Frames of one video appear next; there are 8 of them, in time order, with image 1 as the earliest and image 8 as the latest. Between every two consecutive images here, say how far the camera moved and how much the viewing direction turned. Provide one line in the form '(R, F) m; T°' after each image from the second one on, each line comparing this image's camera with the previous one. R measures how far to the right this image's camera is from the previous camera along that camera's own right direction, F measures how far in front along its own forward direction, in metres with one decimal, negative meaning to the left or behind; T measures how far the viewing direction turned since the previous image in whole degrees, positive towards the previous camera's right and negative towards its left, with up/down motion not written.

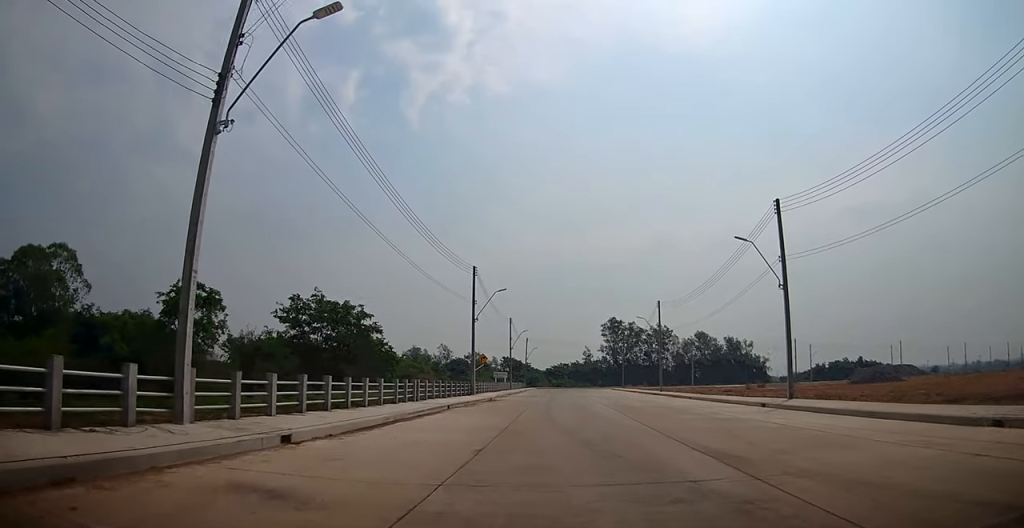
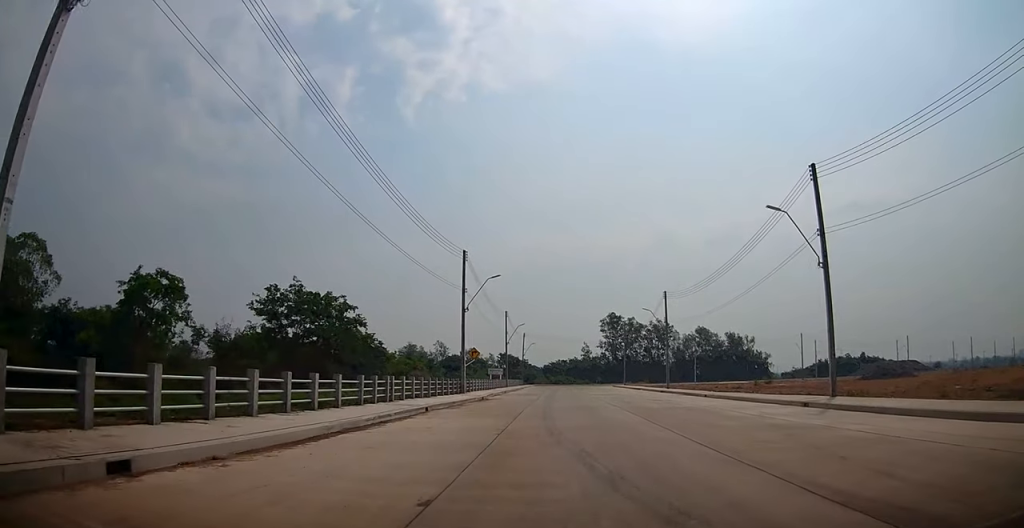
(+0.1, +4.5) m; +1°
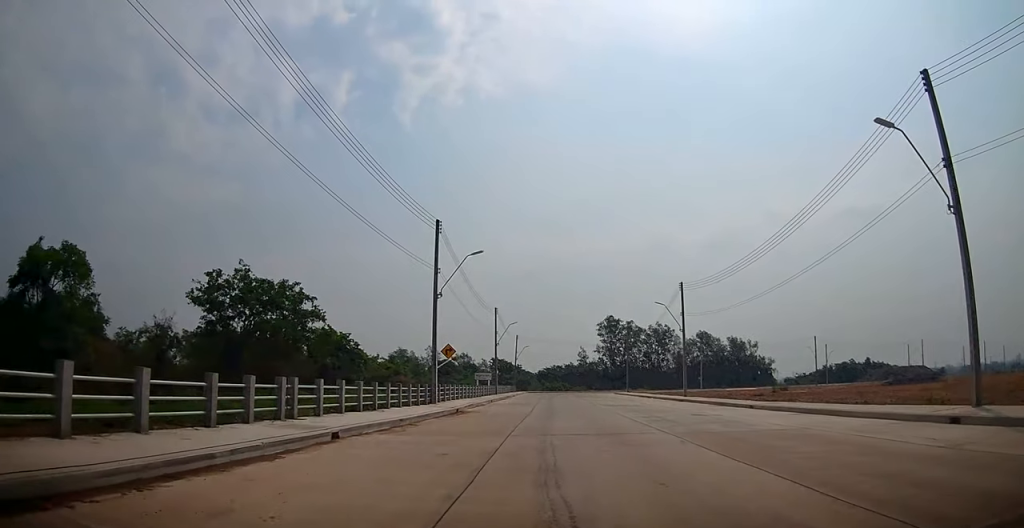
(+0.1, +8.5) m; 0°
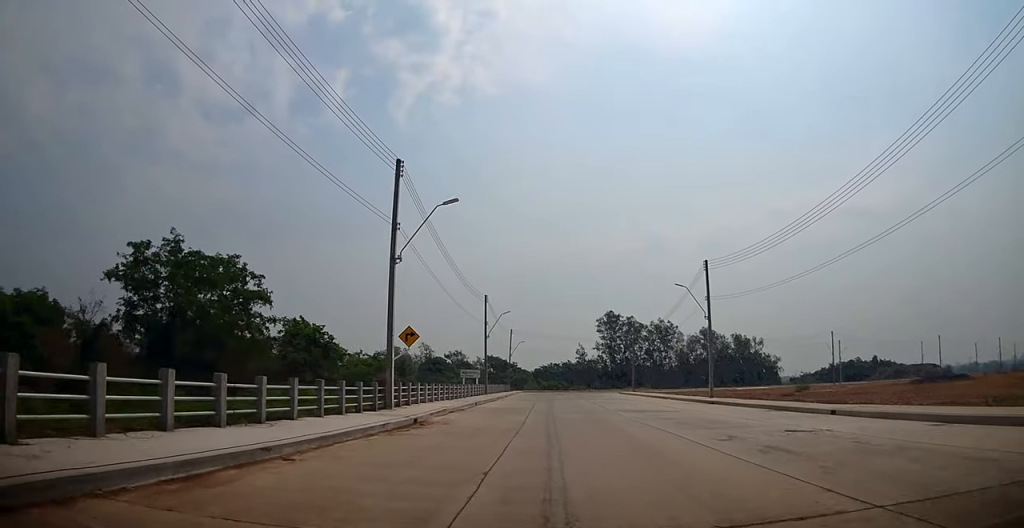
(0.0, +8.0) m; 0°
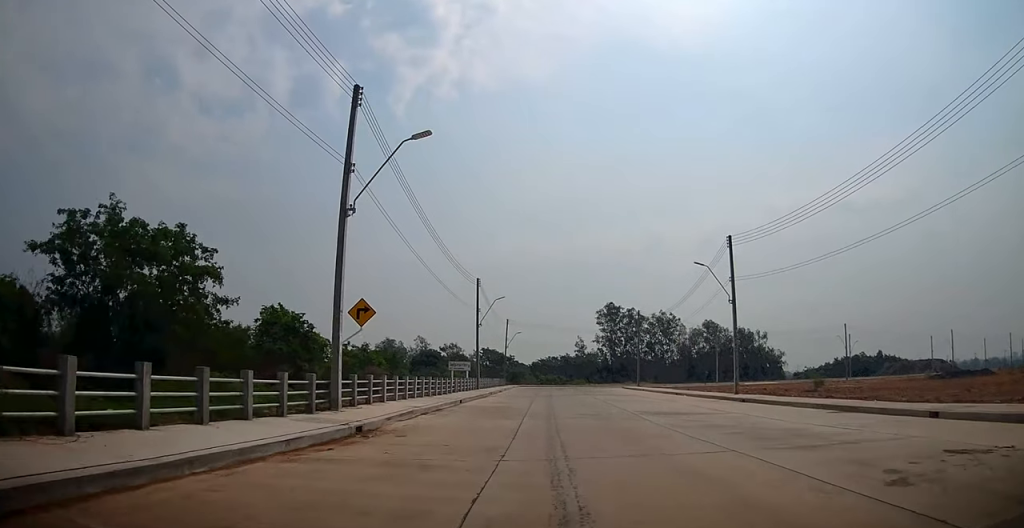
(0.0, +5.4) m; -1°
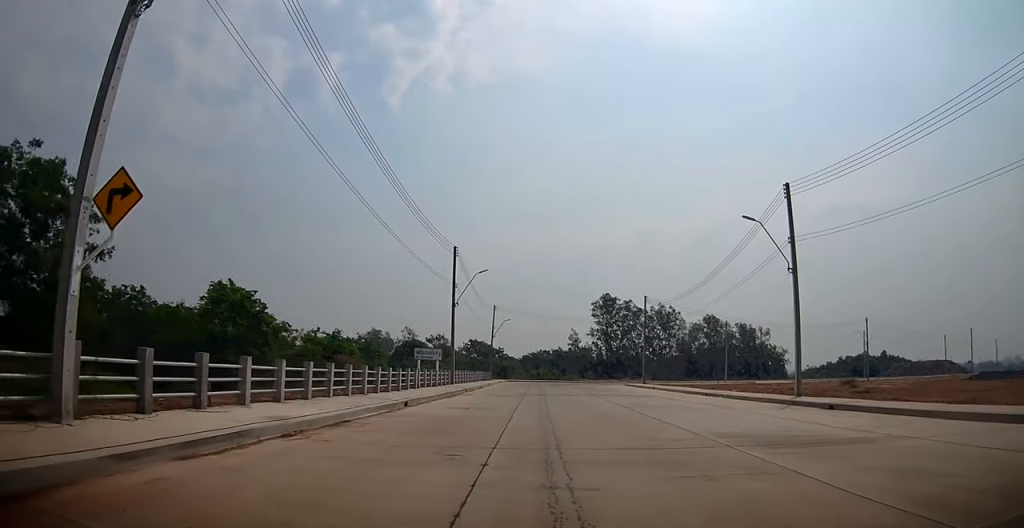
(-0.1, +9.4) m; -1°
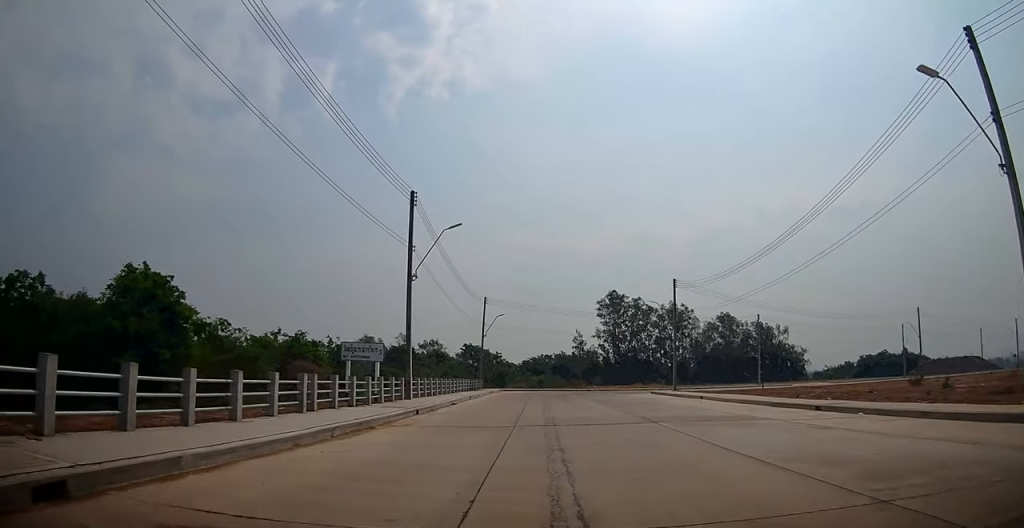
(-0.1, +13.8) m; 0°
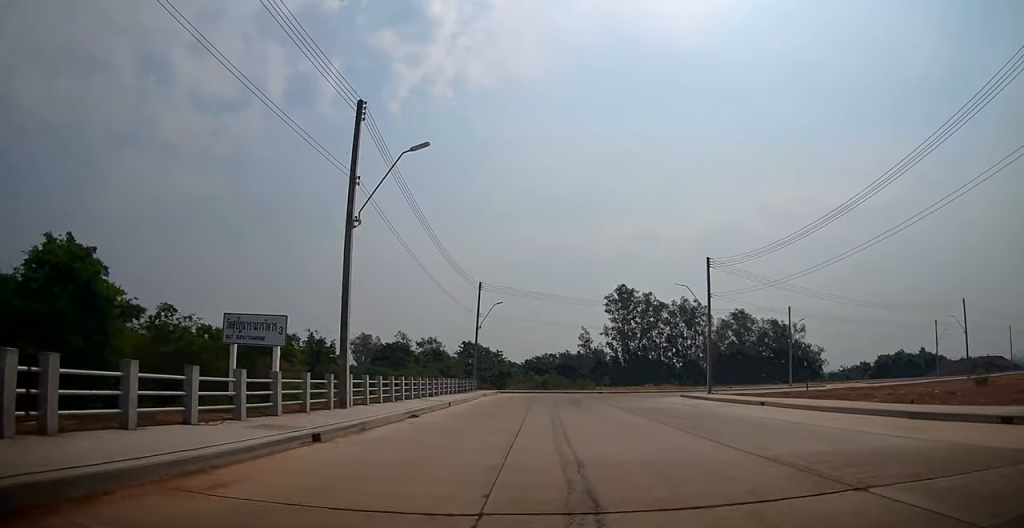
(0.0, +9.5) m; +1°
